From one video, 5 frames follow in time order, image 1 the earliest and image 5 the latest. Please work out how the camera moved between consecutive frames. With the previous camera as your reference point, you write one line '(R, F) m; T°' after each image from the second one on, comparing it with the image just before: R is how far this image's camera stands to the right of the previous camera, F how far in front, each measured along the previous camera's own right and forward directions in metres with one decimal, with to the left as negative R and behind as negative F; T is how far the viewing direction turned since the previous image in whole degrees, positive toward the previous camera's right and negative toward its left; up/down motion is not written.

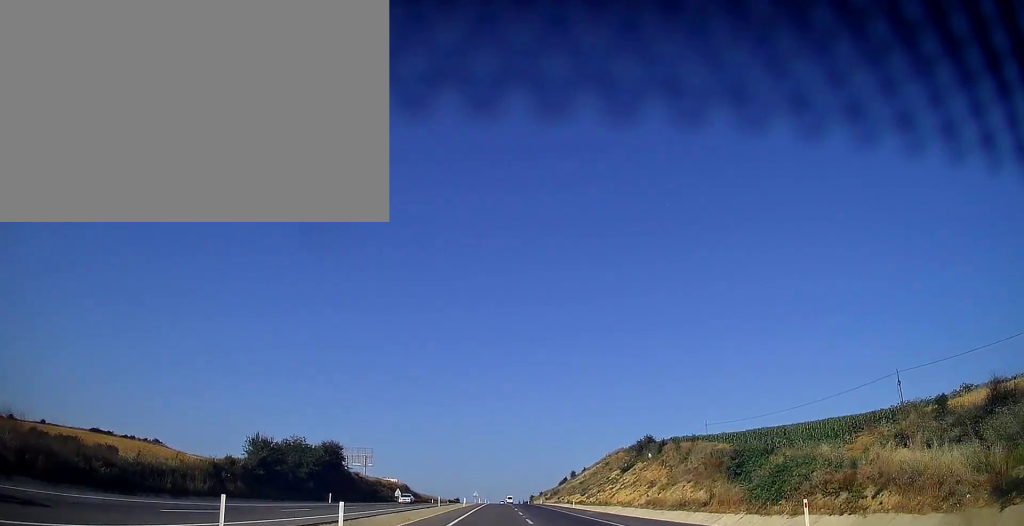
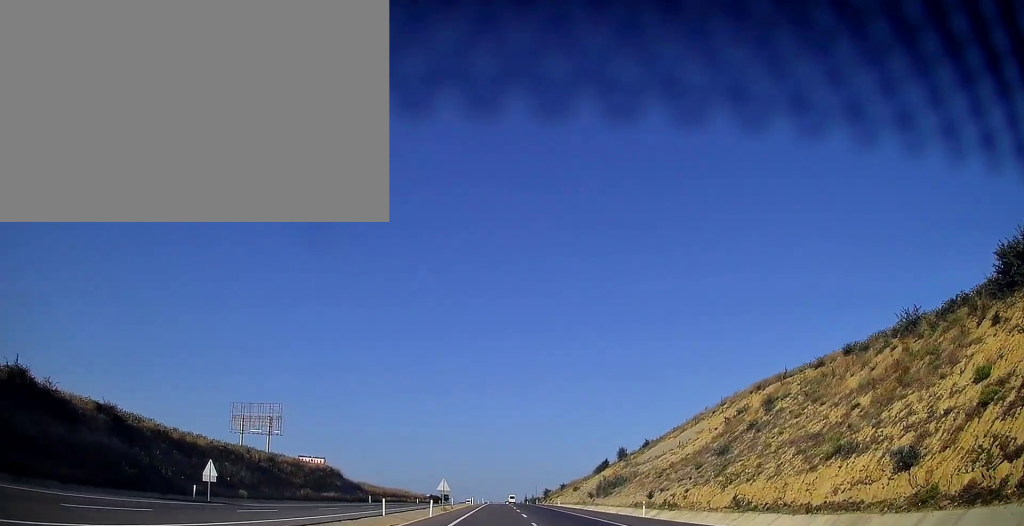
(-0.2, +81.6) m; 0°
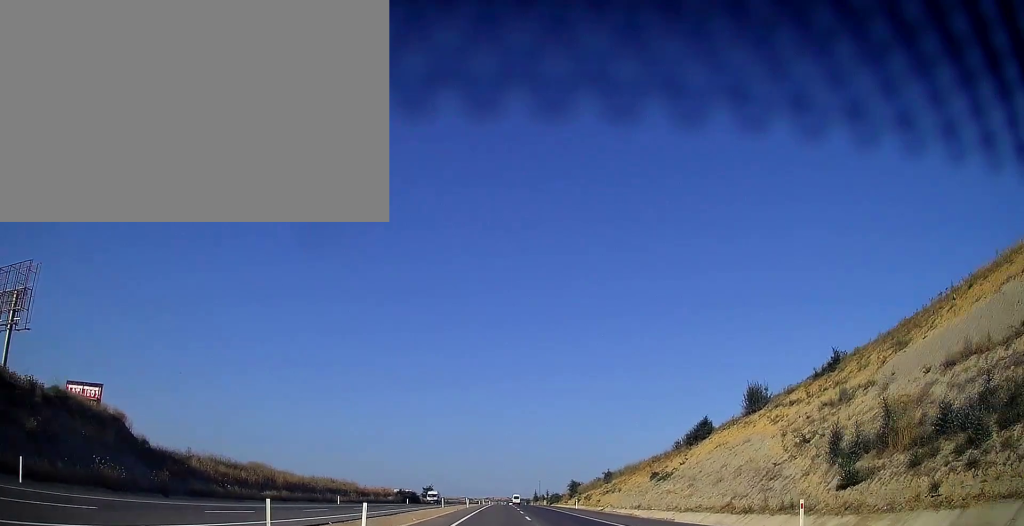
(+0.1, +66.8) m; 0°
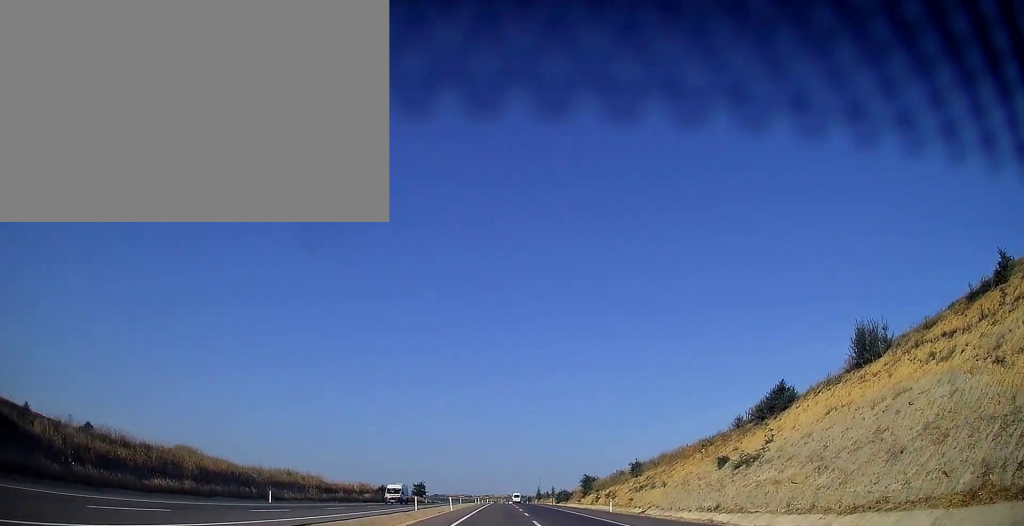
(-0.1, +20.7) m; 0°
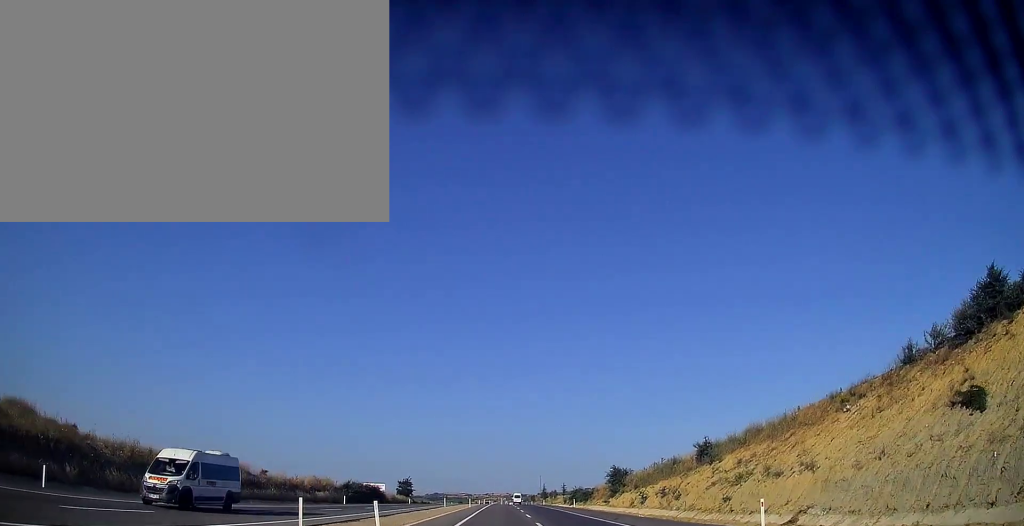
(+0.1, +26.6) m; 0°
